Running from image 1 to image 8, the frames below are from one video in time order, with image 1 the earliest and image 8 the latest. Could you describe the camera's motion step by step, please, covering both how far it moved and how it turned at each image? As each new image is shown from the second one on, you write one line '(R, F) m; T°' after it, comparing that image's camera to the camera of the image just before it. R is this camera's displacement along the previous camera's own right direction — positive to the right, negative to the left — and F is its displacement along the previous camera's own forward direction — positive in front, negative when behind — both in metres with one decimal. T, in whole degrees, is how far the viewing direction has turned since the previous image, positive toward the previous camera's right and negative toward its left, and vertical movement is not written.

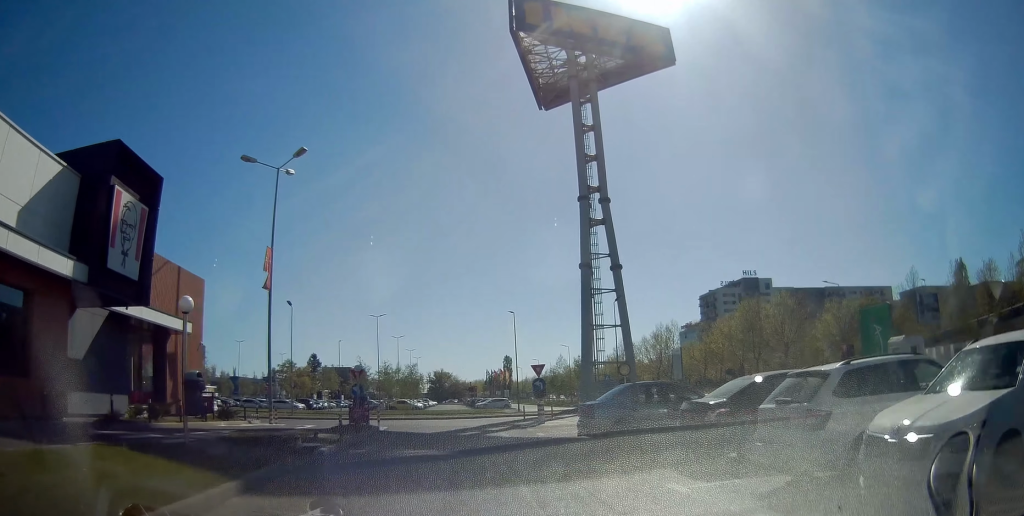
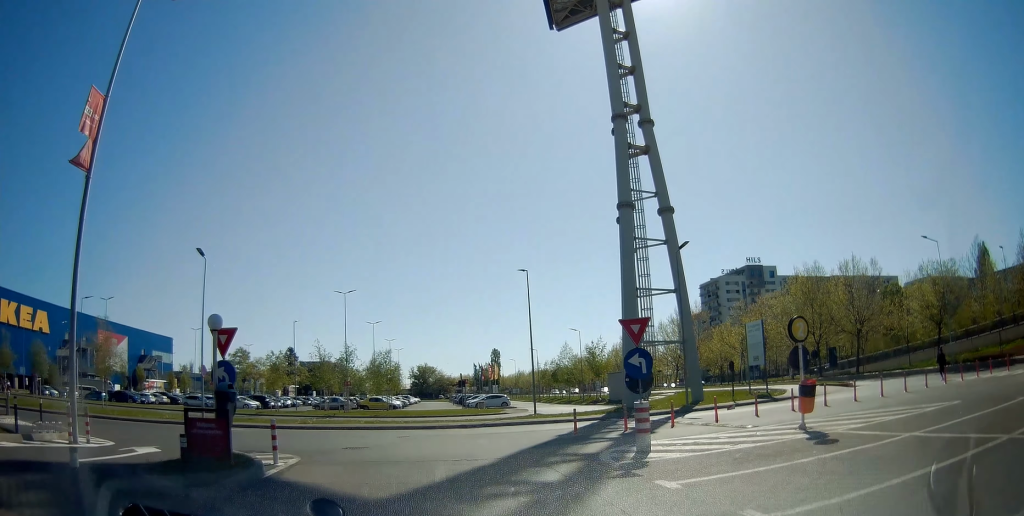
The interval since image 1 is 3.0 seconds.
(0.0, +15.0) m; +1°
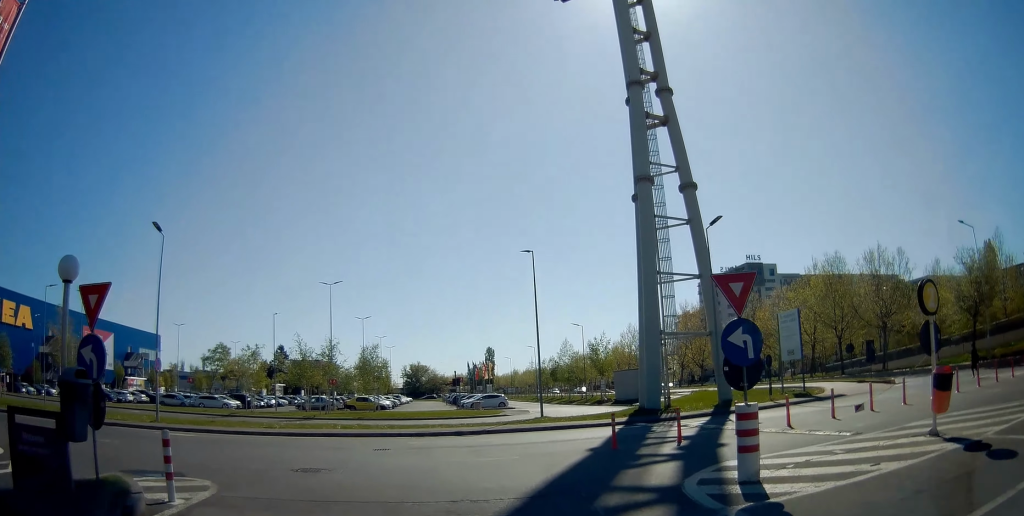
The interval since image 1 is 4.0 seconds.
(0.0, +4.7) m; 0°
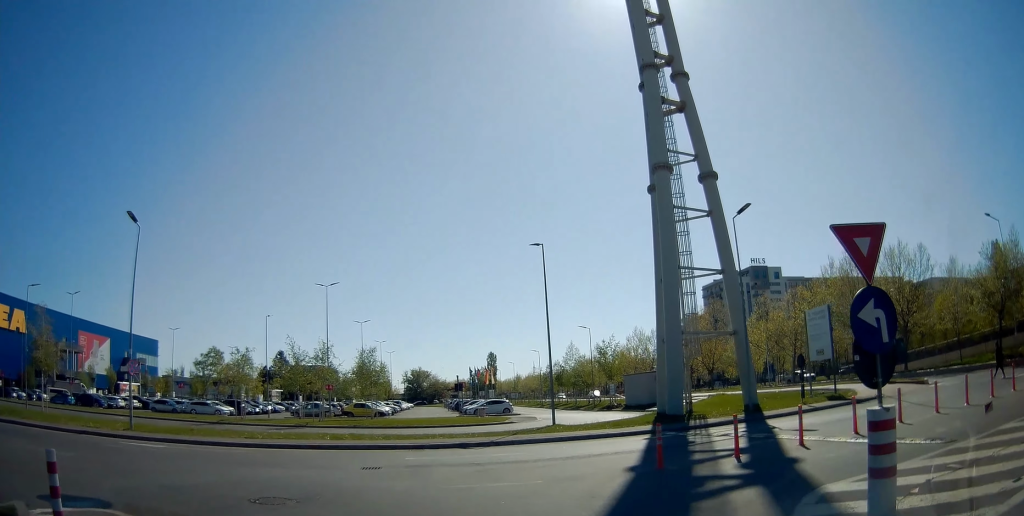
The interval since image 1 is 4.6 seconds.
(0.0, +2.7) m; 0°
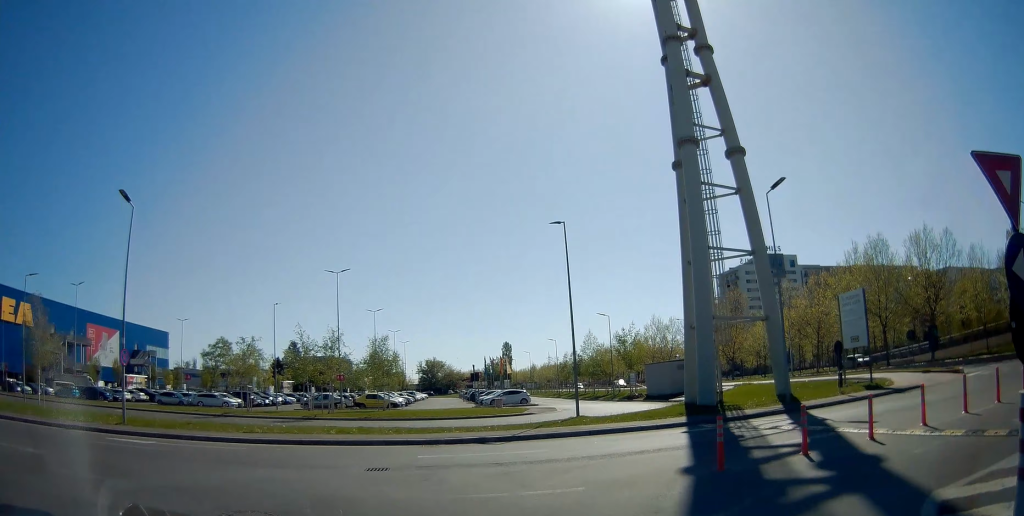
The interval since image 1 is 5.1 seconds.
(0.0, +1.8) m; -2°
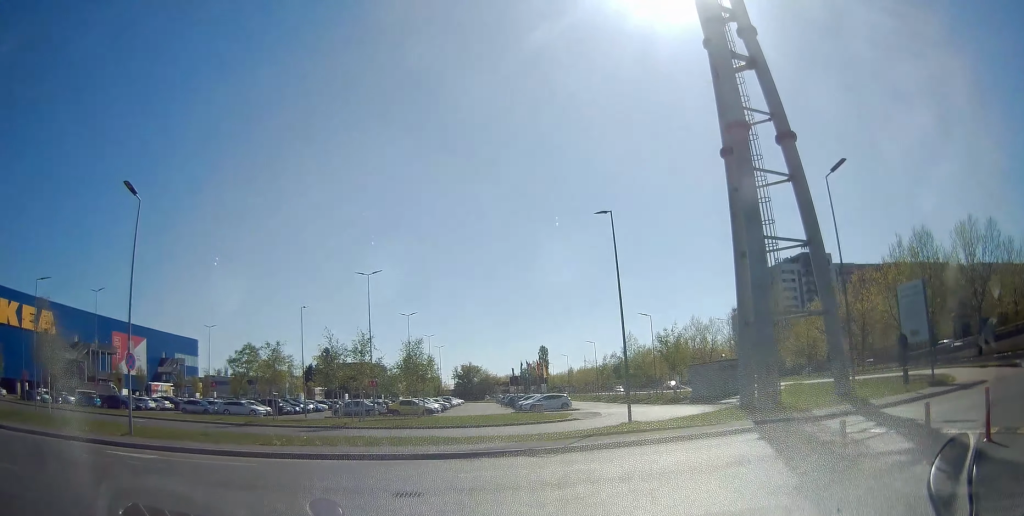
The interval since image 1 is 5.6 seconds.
(+0.1, +2.2) m; -3°
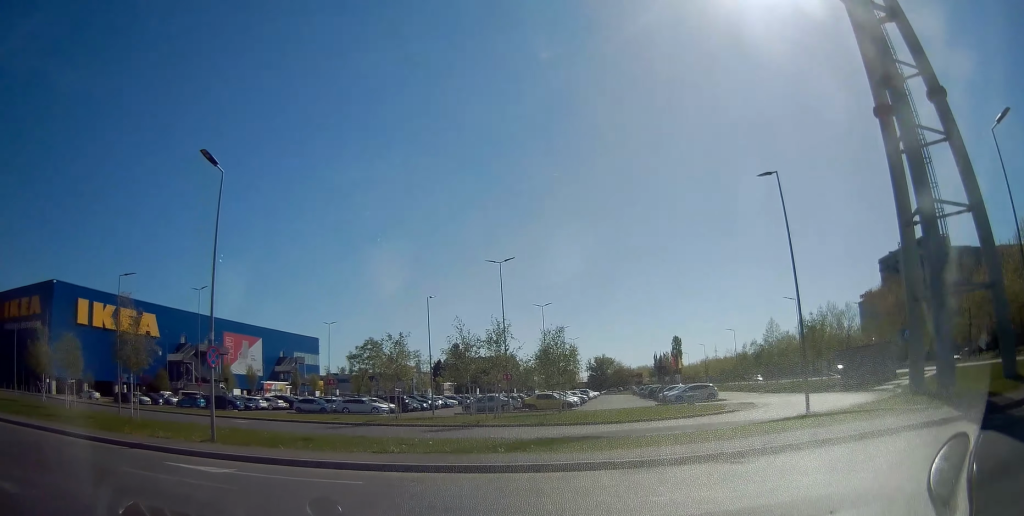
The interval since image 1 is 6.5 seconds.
(-0.3, +3.4) m; -10°
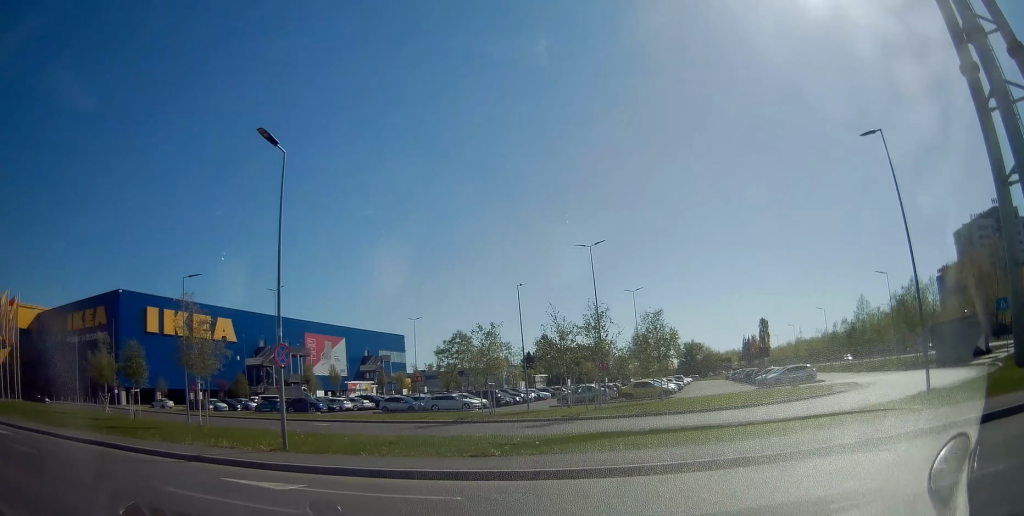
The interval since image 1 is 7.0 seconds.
(-0.1, +1.8) m; -7°
